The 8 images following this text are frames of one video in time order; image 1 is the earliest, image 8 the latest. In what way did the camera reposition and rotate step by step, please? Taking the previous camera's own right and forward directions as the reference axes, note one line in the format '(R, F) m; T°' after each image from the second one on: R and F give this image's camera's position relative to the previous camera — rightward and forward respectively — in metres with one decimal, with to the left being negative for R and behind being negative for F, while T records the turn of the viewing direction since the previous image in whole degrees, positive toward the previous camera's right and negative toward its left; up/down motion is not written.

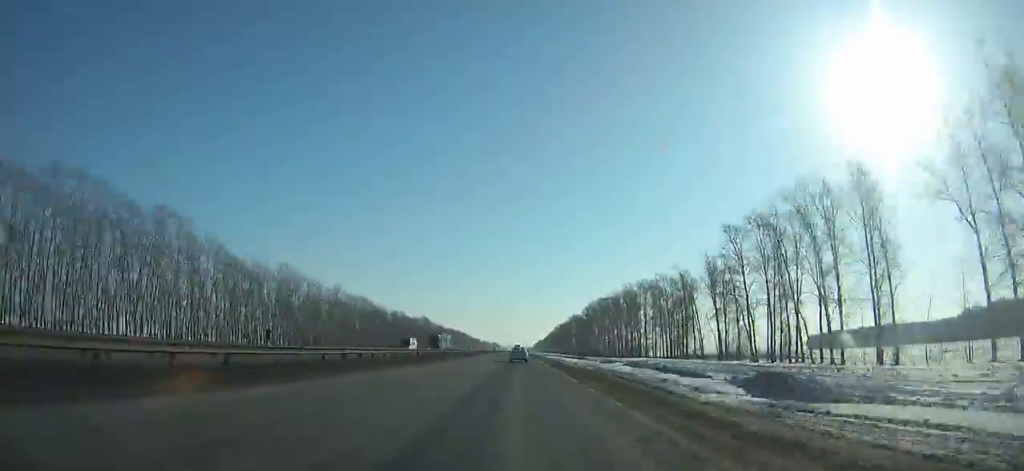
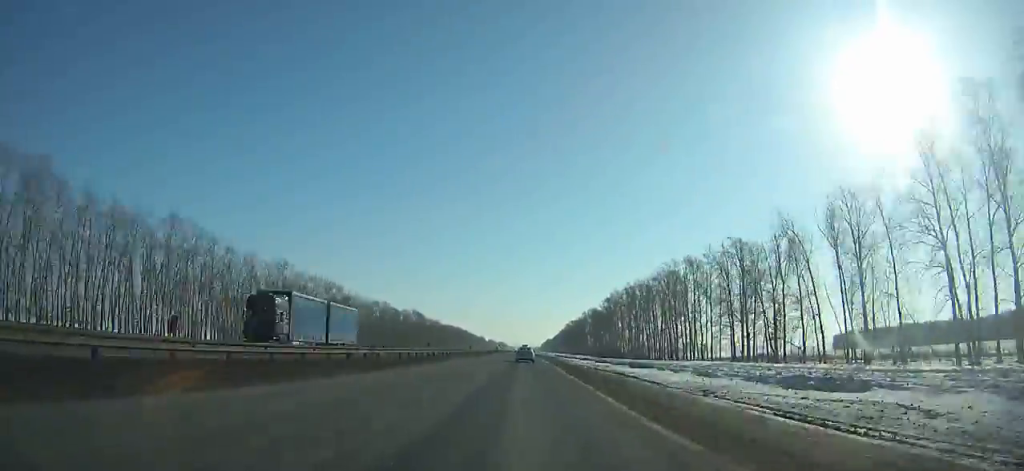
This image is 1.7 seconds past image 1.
(+0.1, +44.8) m; 0°
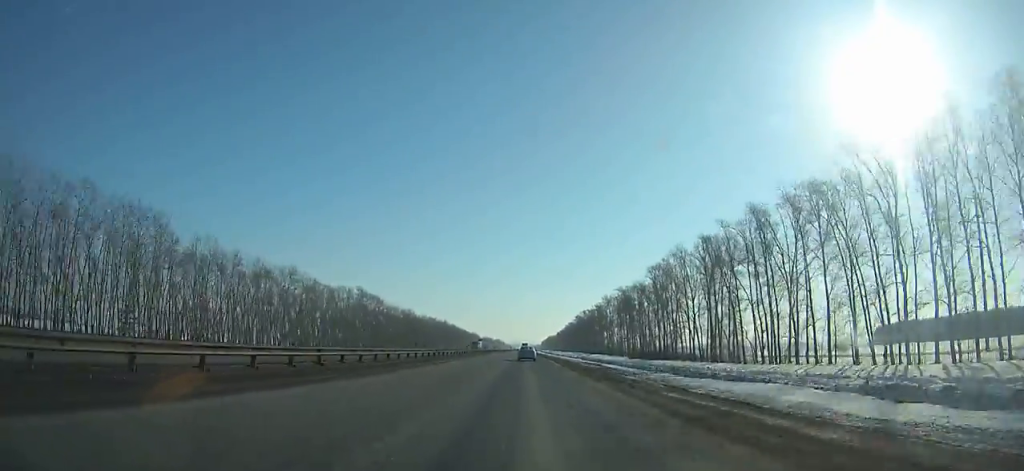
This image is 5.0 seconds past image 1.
(-0.3, +86.0) m; 0°
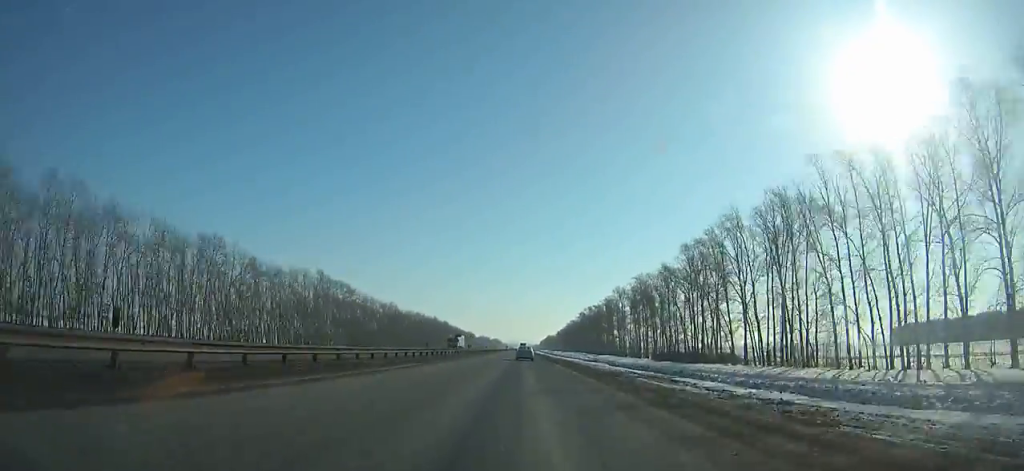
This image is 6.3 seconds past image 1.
(+0.2, +33.7) m; 0°
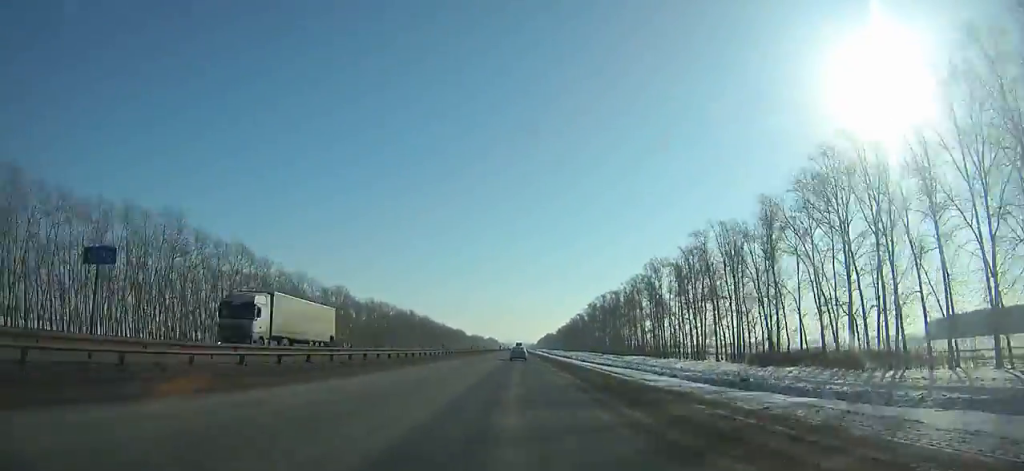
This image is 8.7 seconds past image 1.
(0.0, +62.2) m; 0°
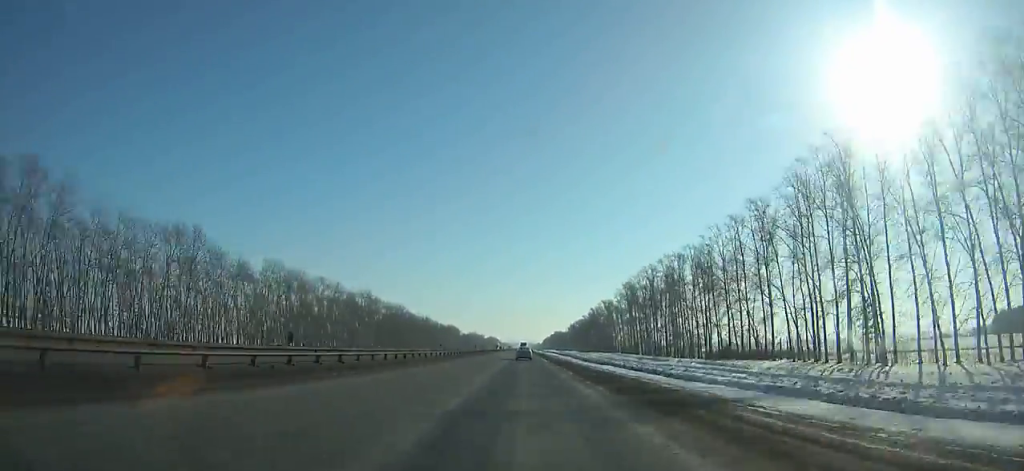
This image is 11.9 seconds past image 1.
(-0.2, +83.2) m; 0°
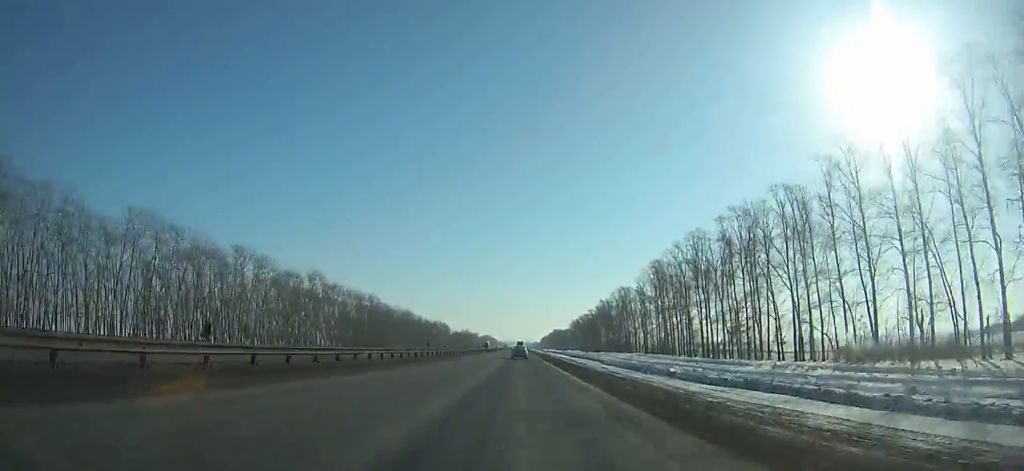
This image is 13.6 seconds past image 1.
(0.0, +44.3) m; 0°
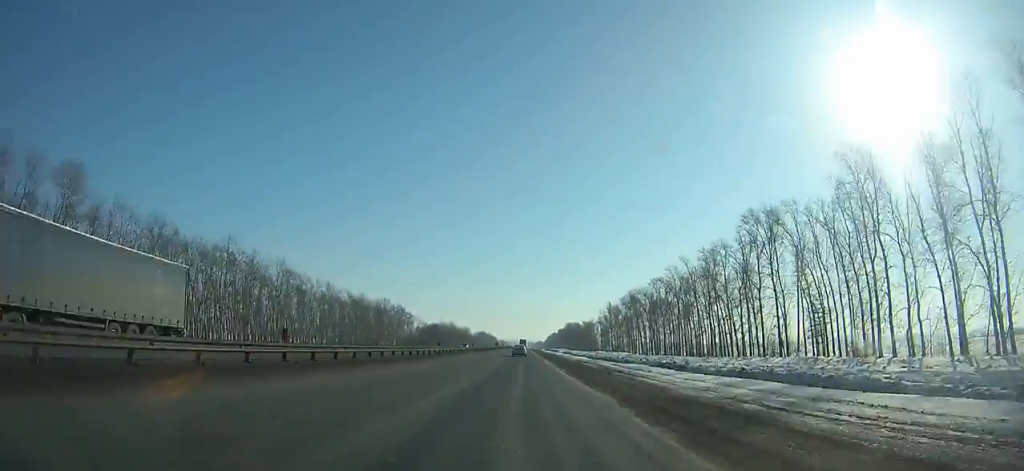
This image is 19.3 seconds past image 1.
(+0.2, +150.5) m; 0°
